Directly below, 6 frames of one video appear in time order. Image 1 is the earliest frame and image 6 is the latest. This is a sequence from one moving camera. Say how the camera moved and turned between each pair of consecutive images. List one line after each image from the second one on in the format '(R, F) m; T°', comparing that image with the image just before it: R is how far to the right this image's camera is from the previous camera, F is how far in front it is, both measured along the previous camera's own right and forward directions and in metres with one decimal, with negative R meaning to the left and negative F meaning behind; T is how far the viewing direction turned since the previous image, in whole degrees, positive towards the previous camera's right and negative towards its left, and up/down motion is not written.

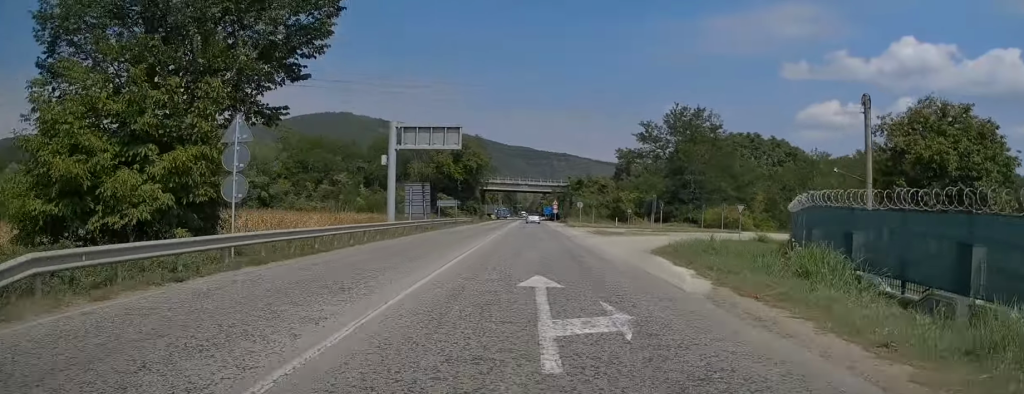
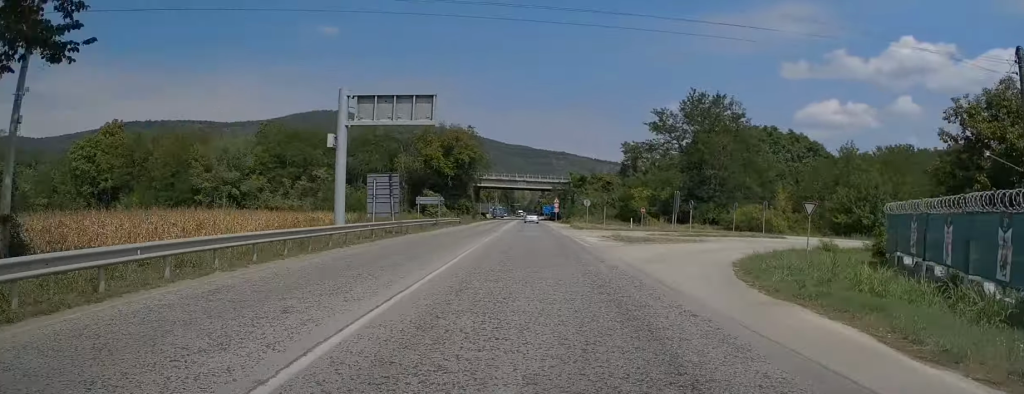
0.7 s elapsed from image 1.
(-0.1, +10.4) m; 0°
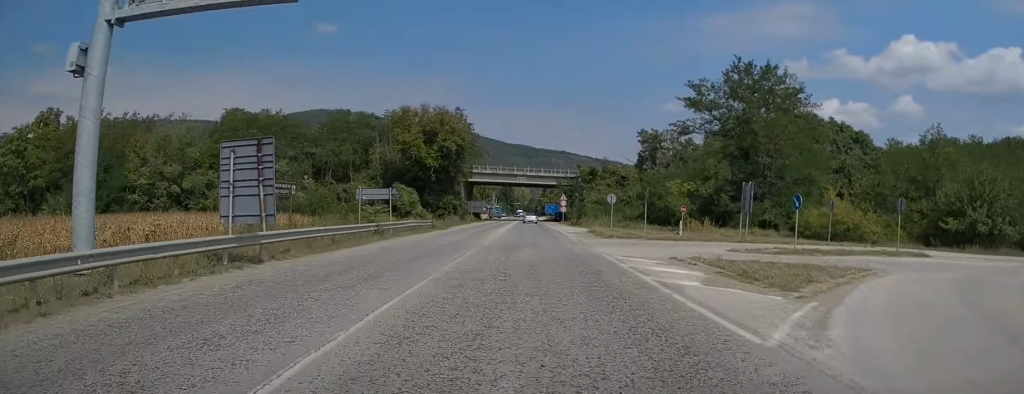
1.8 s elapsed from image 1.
(+0.2, +17.5) m; 0°
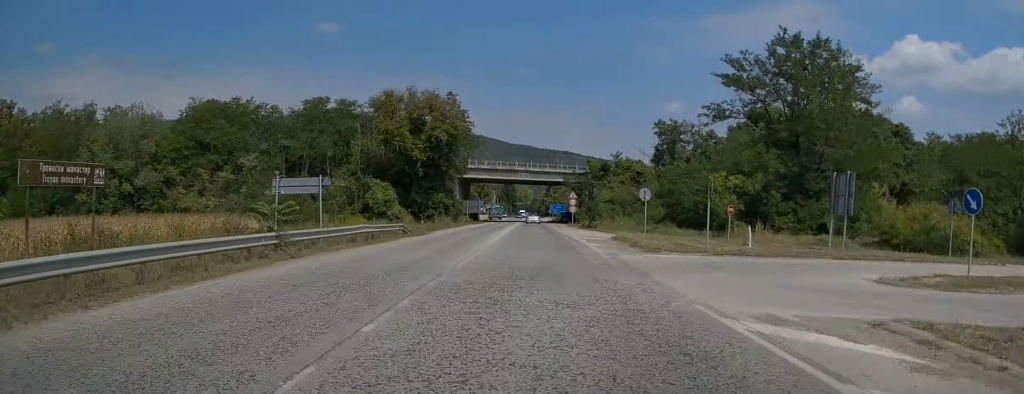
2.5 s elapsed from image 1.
(-0.1, +11.2) m; 0°
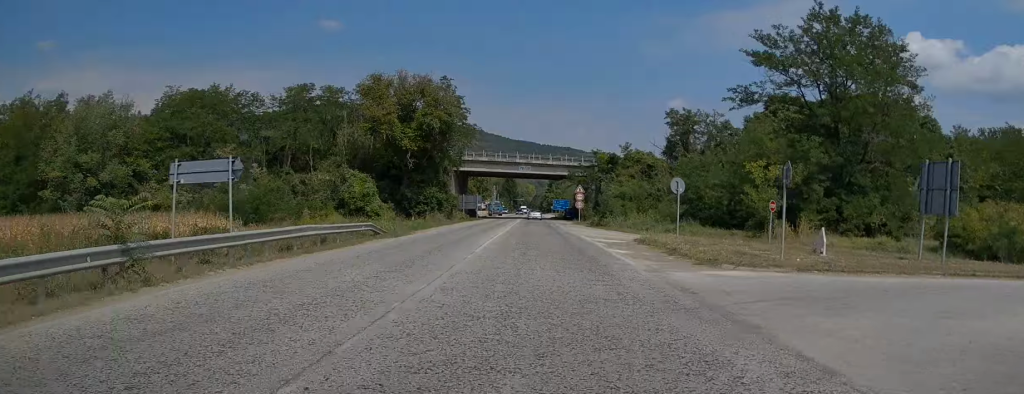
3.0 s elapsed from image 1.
(0.0, +6.6) m; 0°
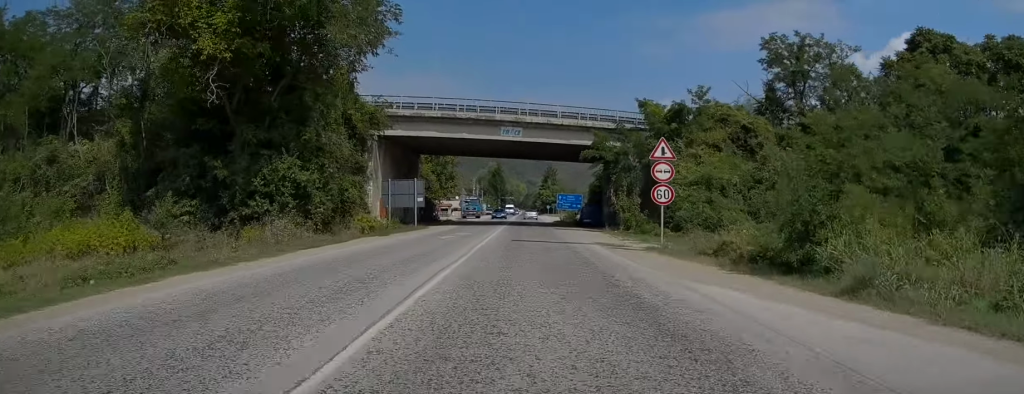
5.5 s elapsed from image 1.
(-0.1, +37.9) m; 0°
